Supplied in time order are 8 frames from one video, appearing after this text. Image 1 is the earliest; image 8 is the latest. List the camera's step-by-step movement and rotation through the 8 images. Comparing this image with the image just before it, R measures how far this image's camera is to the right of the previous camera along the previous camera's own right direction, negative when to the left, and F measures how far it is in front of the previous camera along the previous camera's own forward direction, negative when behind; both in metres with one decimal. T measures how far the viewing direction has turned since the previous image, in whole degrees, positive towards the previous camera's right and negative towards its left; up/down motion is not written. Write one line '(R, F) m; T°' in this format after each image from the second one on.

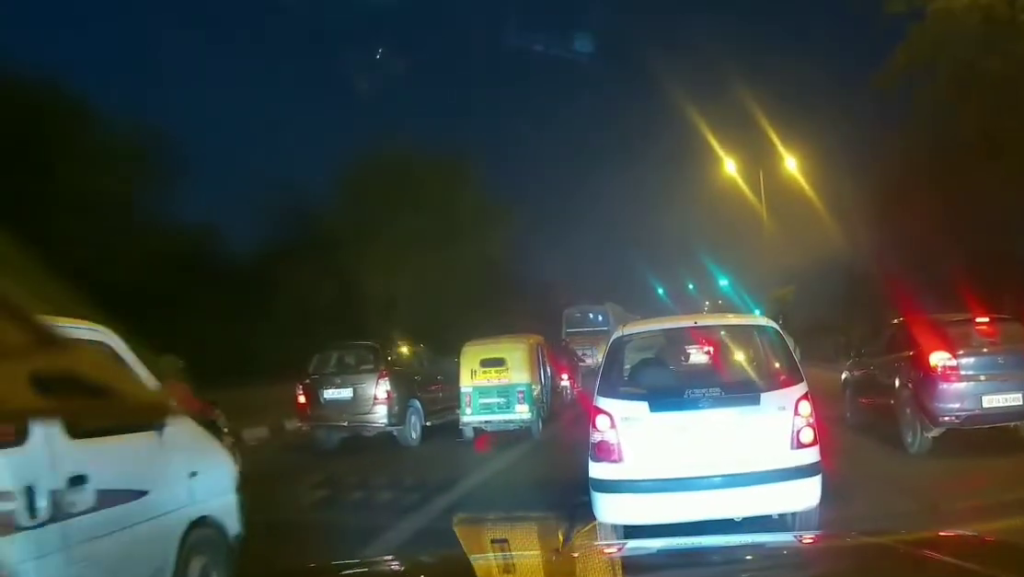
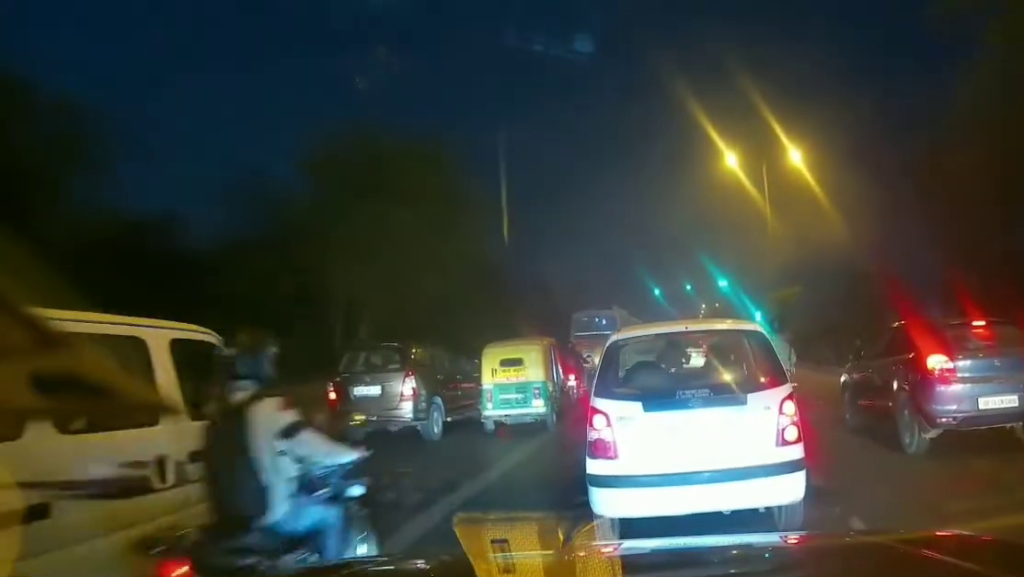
(0.0, +2.6) m; +1°
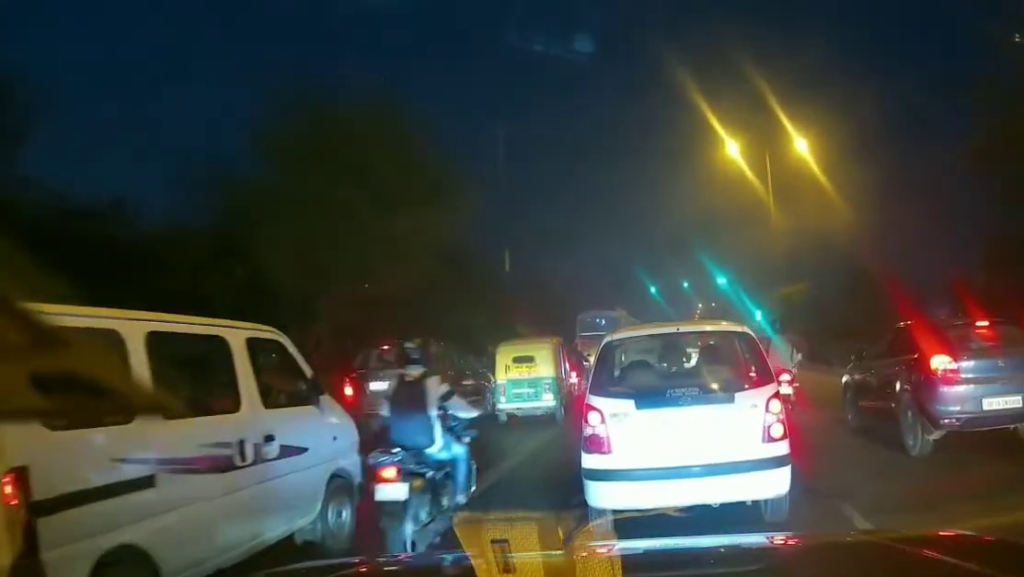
(0.0, +2.6) m; 0°
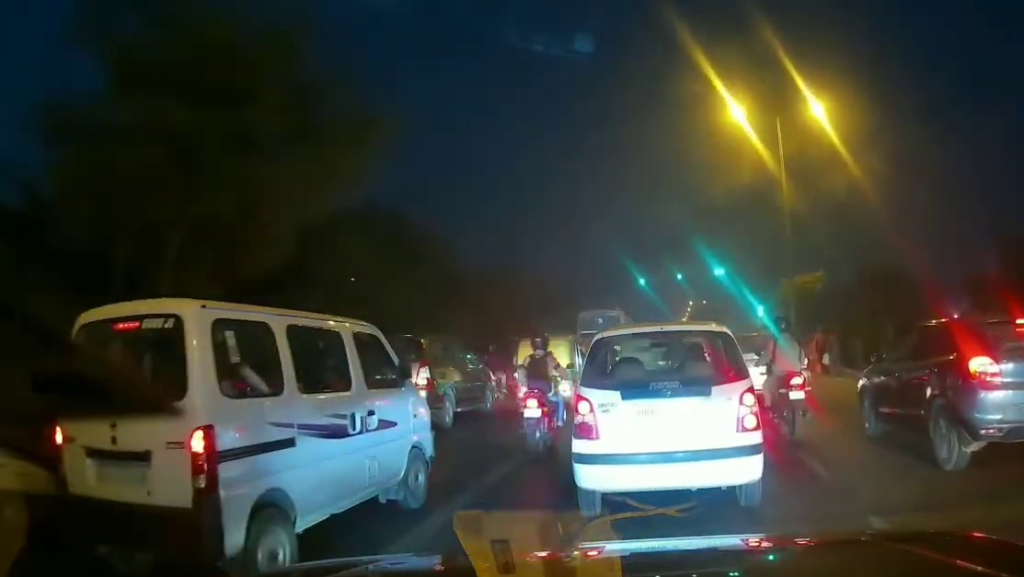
(0.0, +6.0) m; 0°
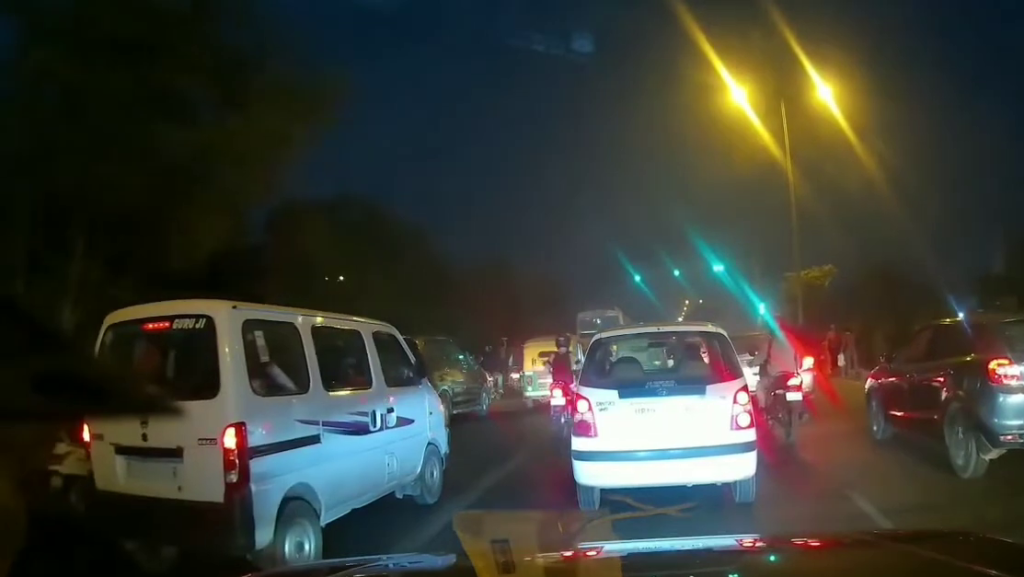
(0.0, +2.3) m; 0°
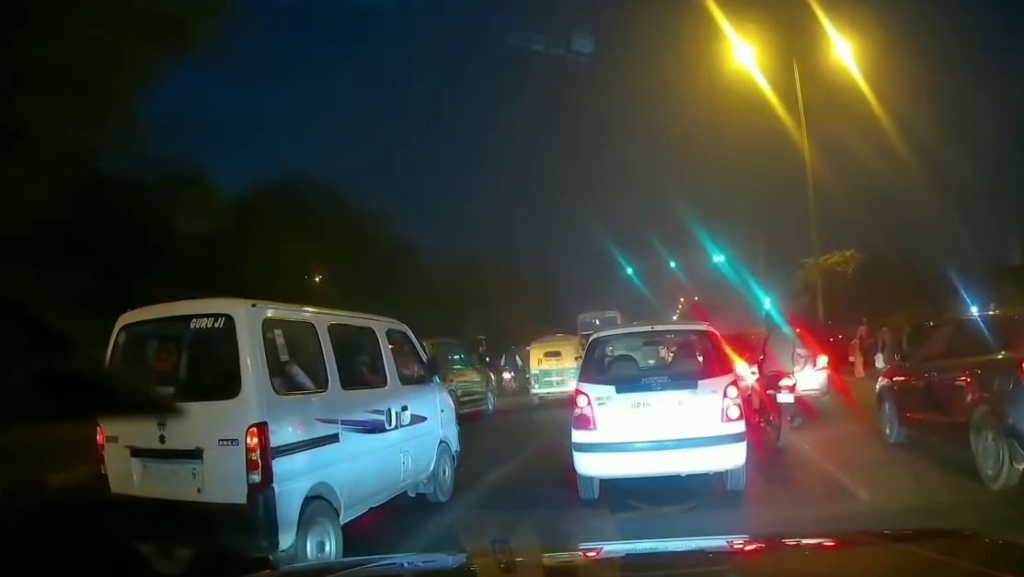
(0.0, +4.8) m; +2°
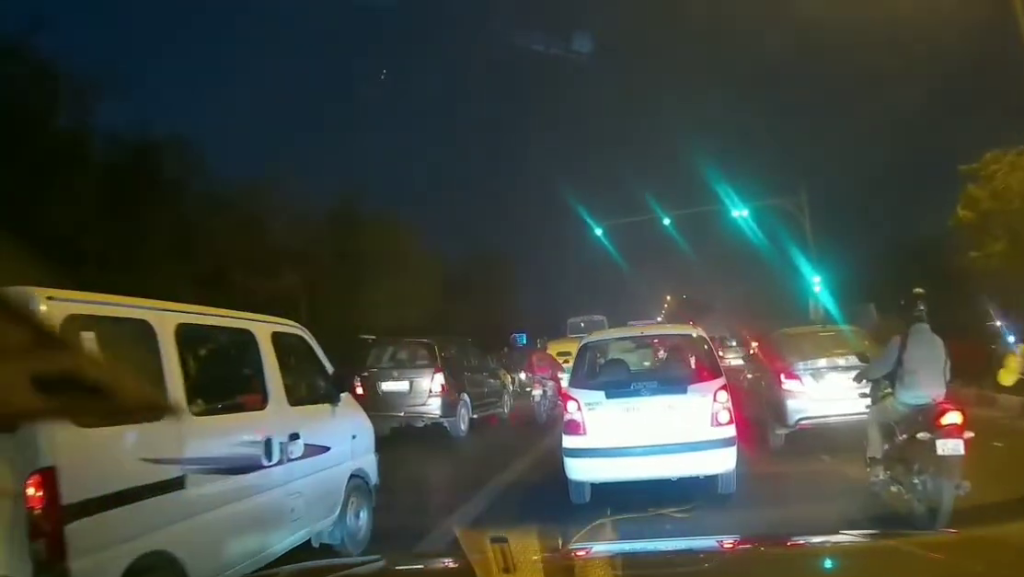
(+0.4, +16.2) m; -1°
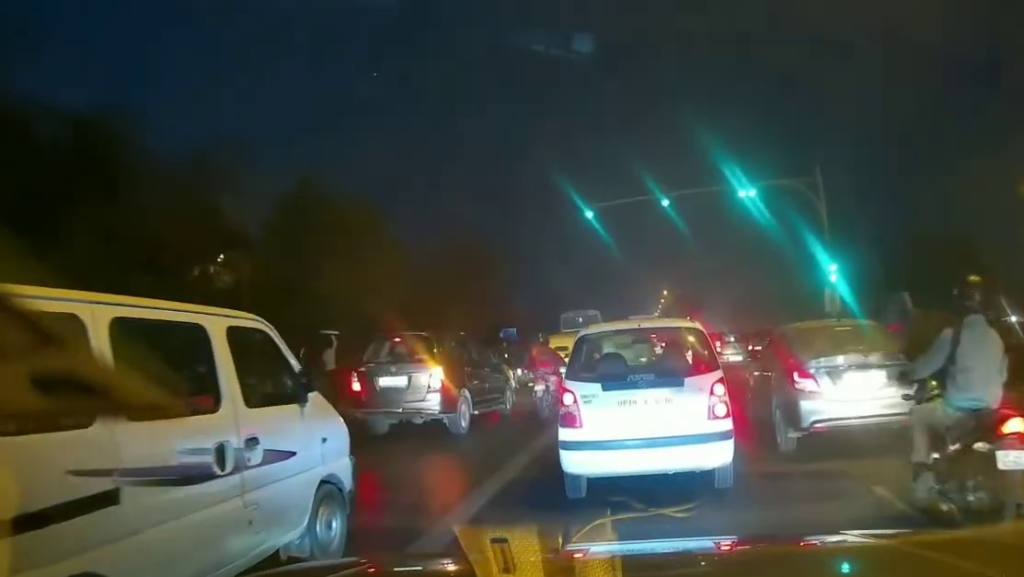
(0.0, +2.8) m; 0°
